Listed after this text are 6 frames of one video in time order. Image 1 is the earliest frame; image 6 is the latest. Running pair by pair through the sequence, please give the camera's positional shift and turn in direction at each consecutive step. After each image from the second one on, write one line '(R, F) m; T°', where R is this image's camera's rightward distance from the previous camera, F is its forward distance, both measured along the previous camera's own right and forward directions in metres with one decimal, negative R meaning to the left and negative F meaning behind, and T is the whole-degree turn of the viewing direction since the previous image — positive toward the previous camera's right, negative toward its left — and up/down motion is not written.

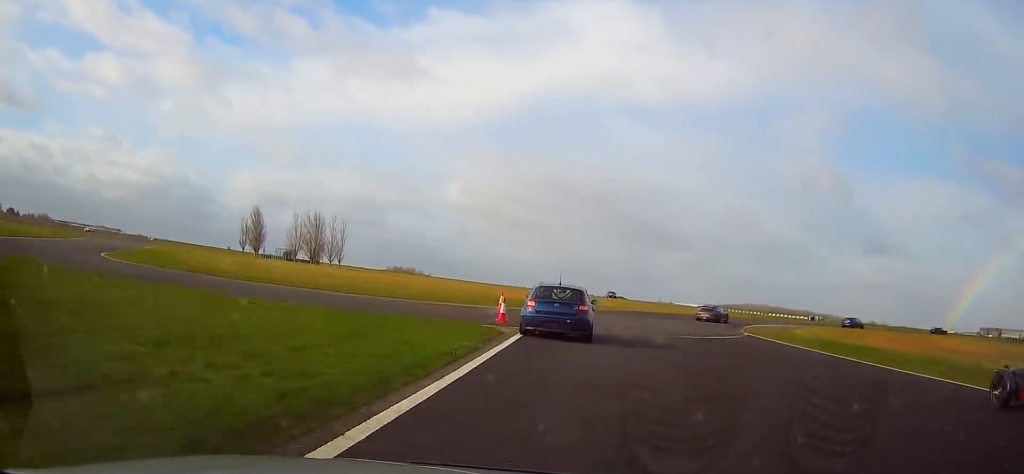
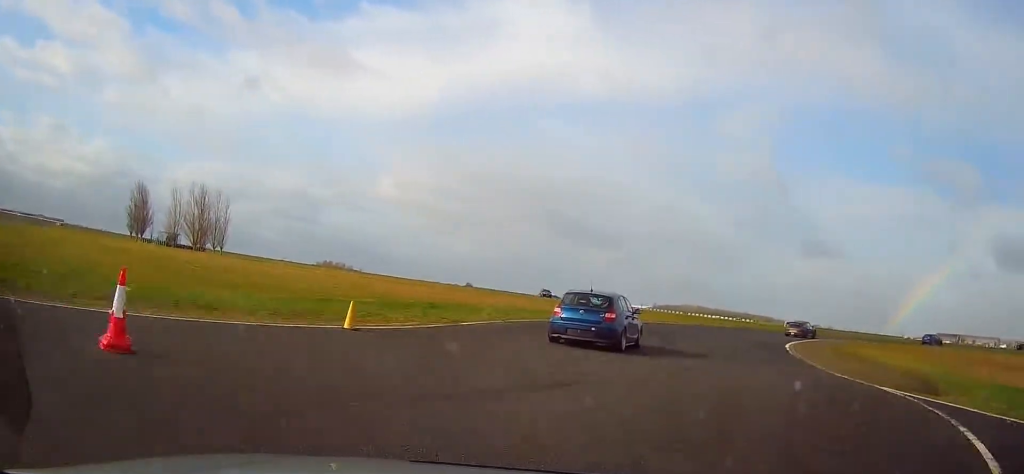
(+0.7, +21.4) m; +8°
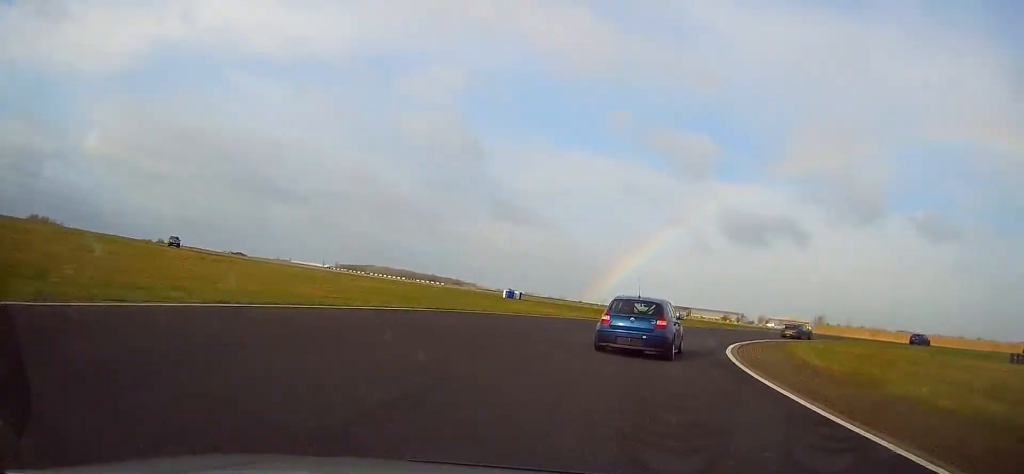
(+8.1, +36.2) m; +26°
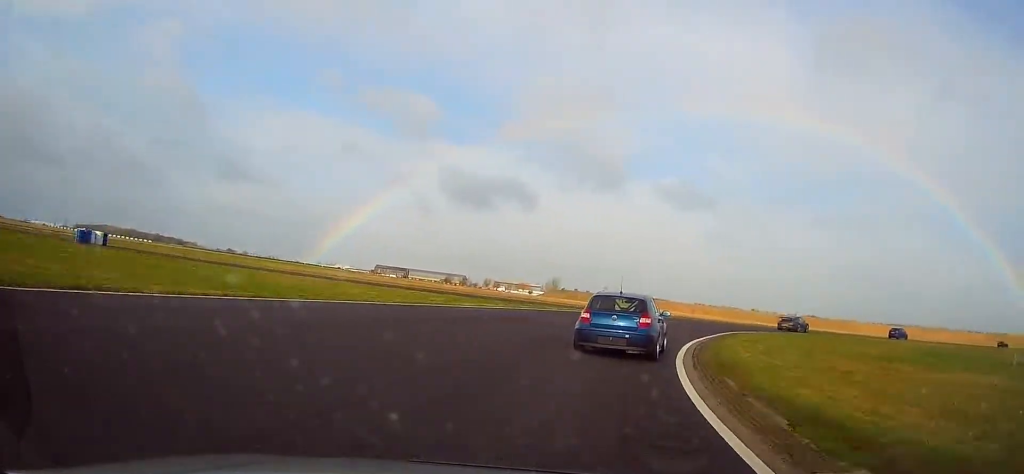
(+5.9, +32.5) m; +22°
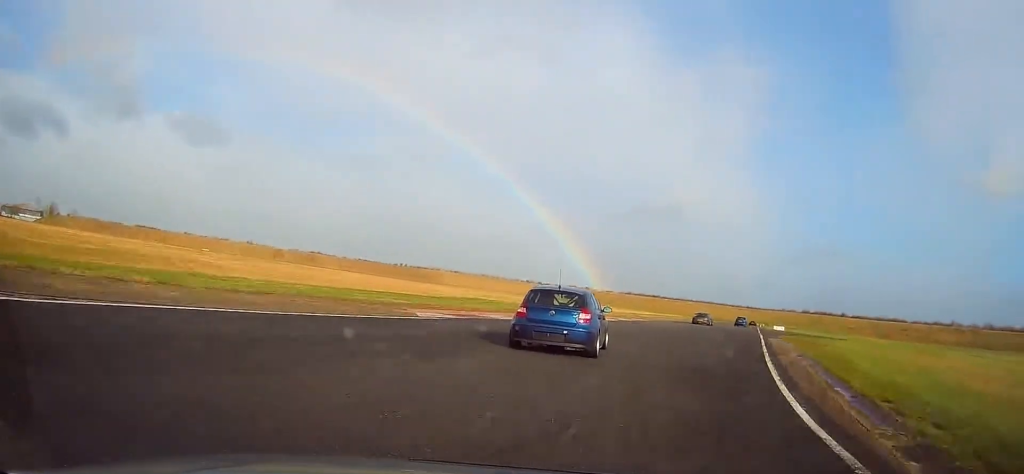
(+22.7, +56.3) m; +42°
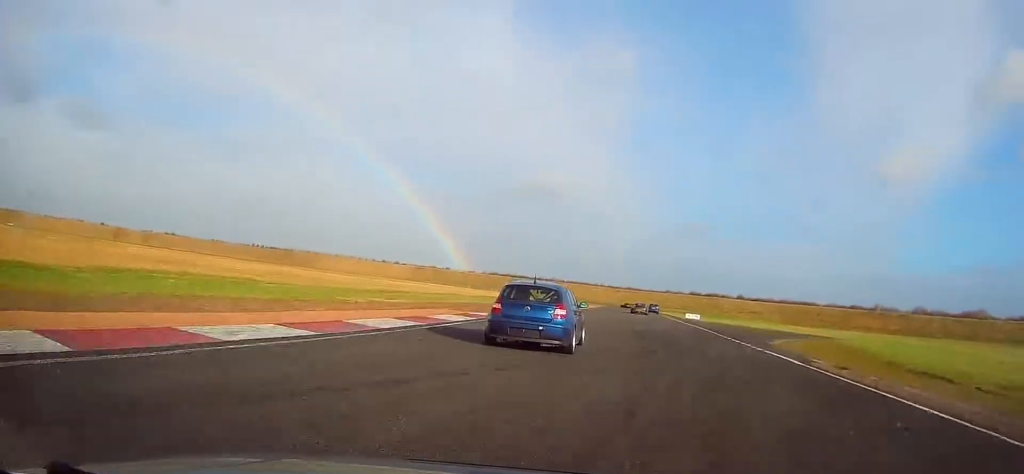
(+4.0, +28.2) m; +12°
